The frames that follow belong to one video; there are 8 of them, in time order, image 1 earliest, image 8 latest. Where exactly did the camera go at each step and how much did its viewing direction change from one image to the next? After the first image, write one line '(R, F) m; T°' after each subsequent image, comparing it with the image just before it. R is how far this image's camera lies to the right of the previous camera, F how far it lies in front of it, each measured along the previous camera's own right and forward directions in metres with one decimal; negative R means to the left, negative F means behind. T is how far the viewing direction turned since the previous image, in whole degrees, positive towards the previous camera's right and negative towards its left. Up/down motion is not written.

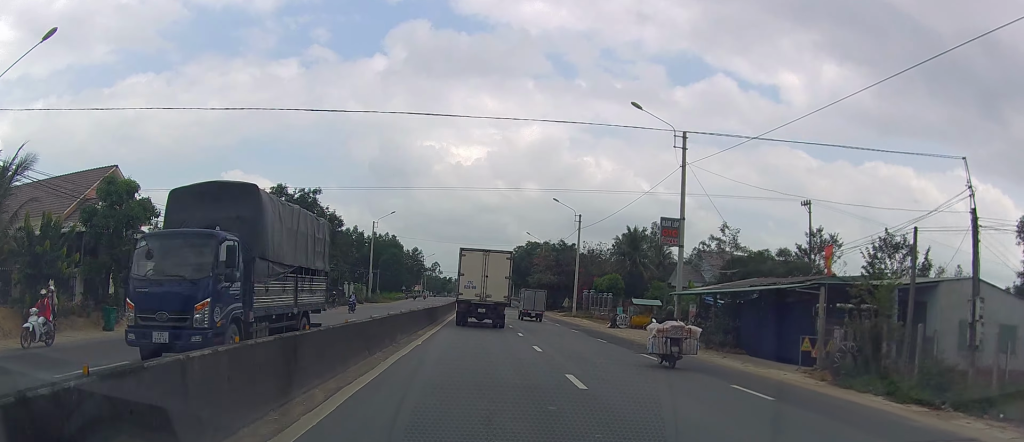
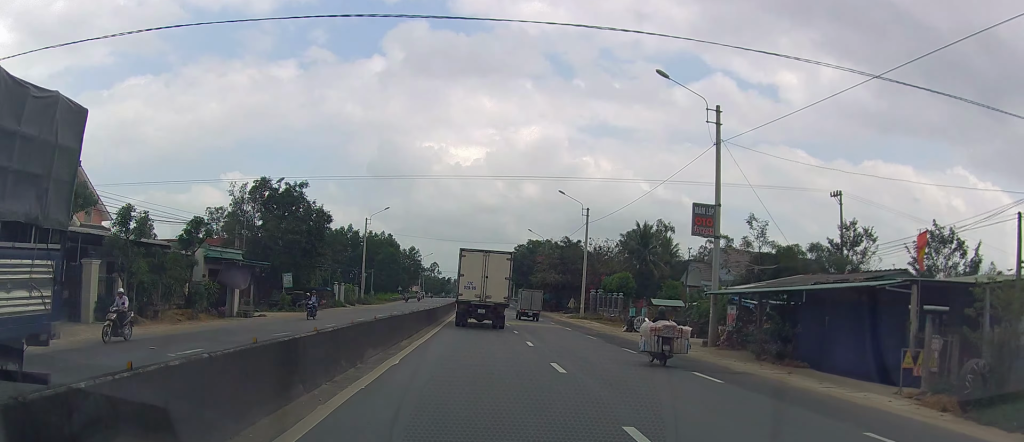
(0.0, +5.4) m; 0°
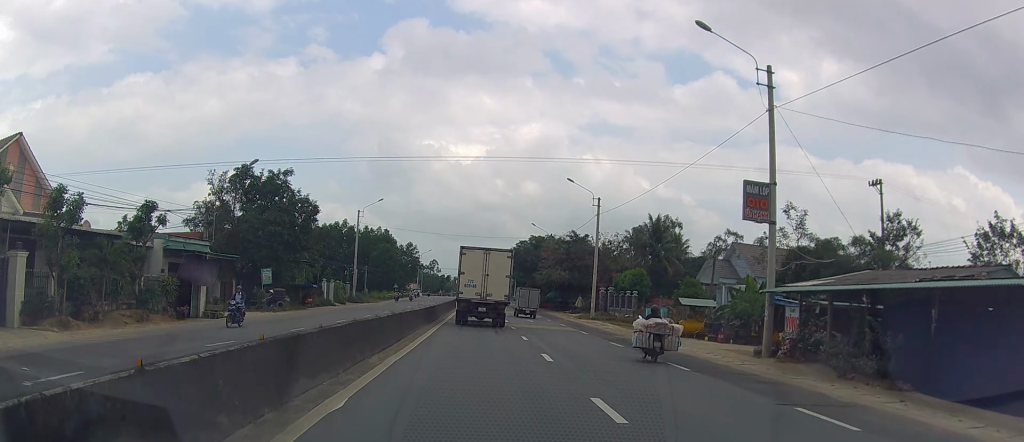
(0.0, +5.8) m; 0°
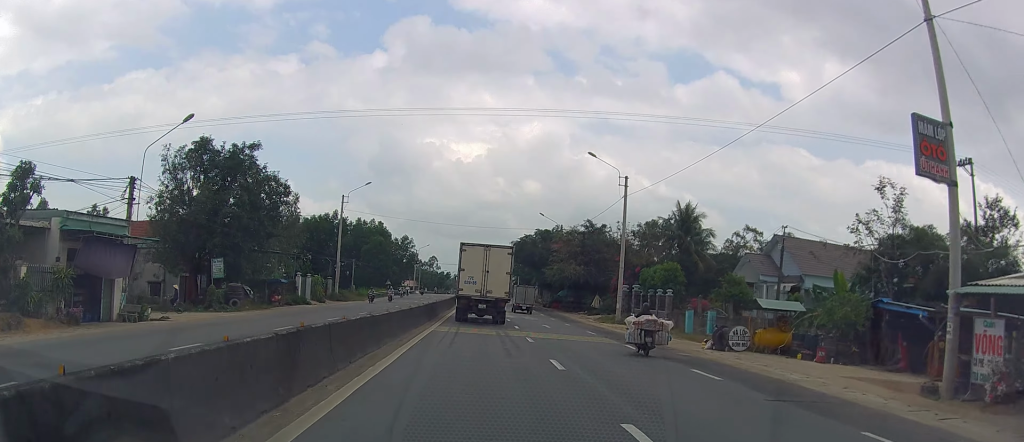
(0.0, +10.3) m; 0°
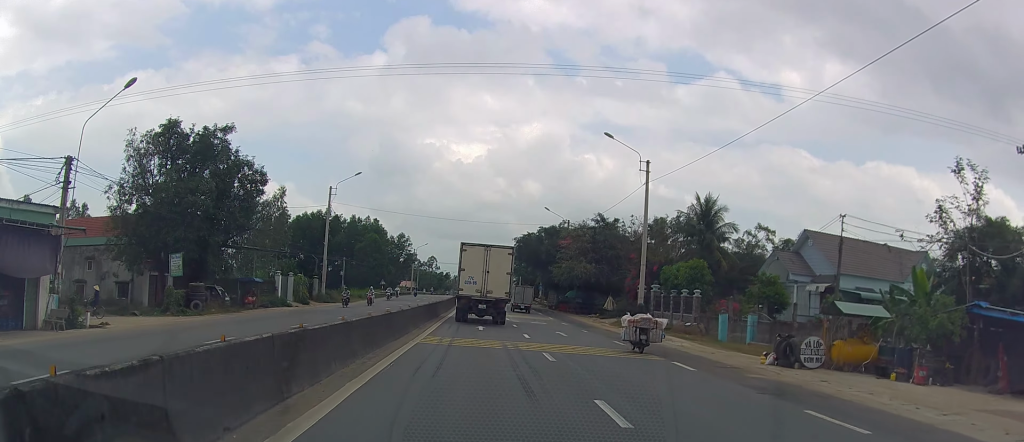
(0.0, +6.2) m; 0°
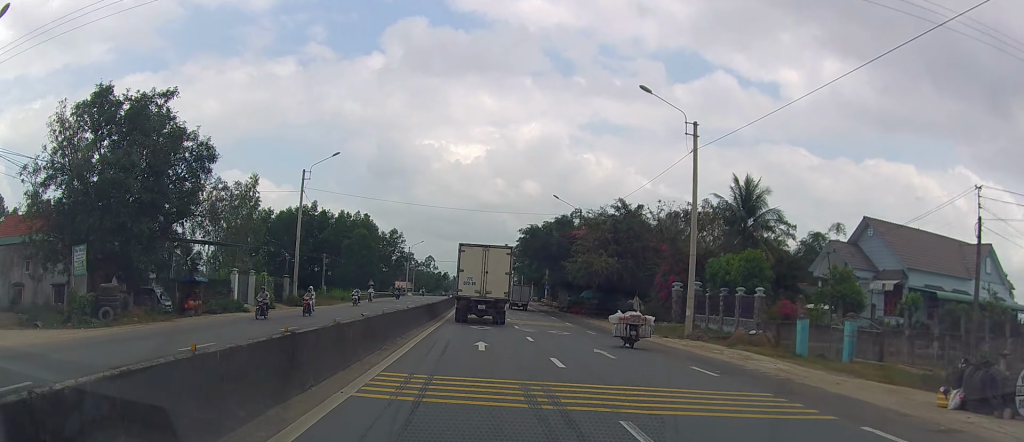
(0.0, +9.8) m; 0°
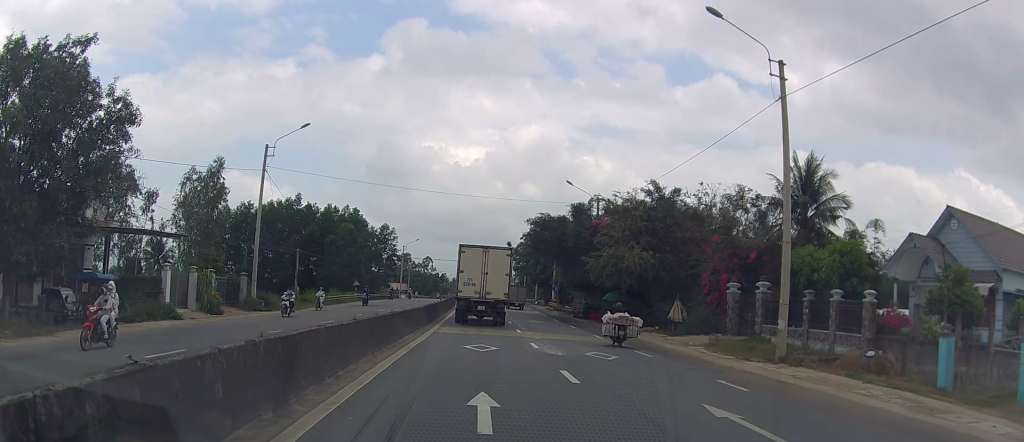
(0.0, +10.2) m; 0°
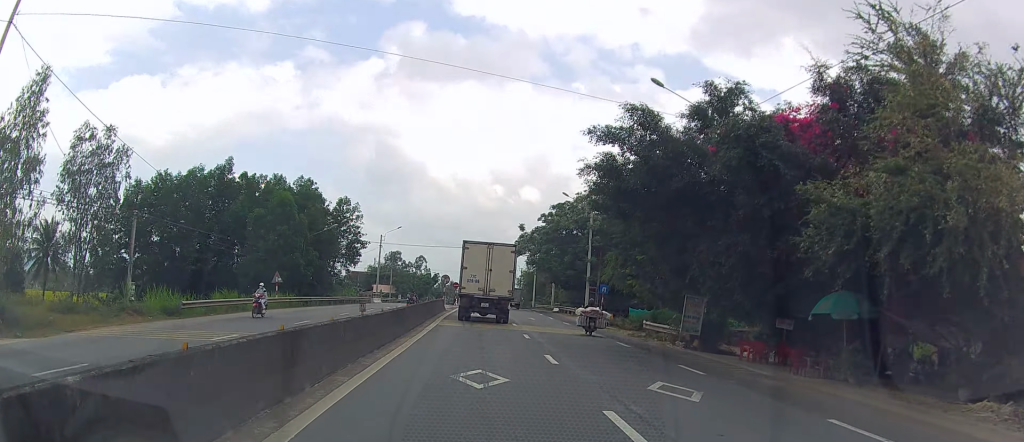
(0.0, +29.5) m; 0°
